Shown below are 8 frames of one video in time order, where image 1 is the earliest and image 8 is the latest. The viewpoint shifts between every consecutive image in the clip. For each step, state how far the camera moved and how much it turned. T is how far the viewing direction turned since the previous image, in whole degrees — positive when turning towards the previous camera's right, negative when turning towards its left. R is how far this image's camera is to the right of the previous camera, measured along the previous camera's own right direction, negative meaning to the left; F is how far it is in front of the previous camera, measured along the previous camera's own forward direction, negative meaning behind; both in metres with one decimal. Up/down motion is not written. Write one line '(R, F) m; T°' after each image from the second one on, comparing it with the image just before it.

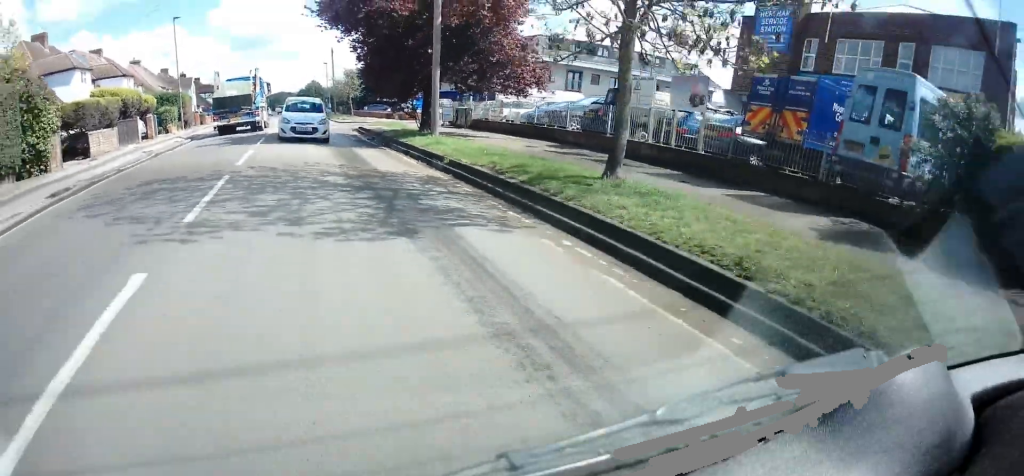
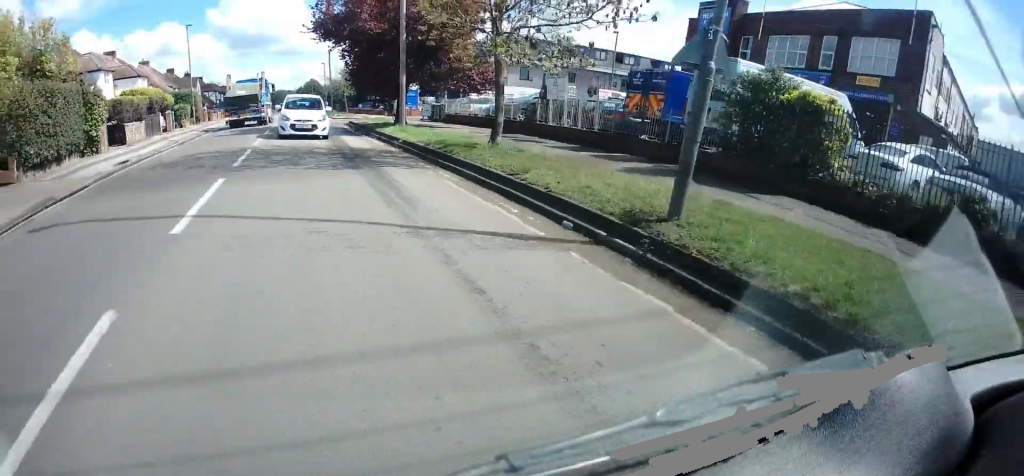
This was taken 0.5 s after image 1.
(0.0, +5.2) m; -1°
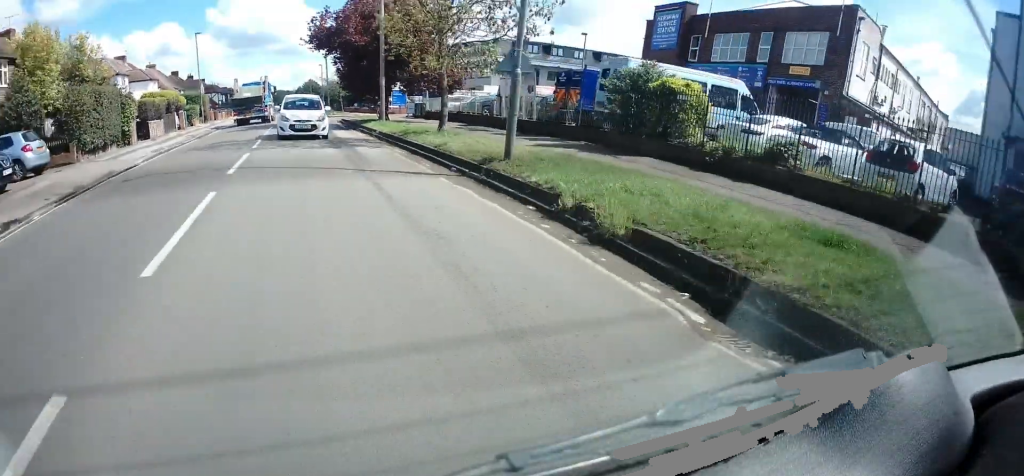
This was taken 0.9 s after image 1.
(-0.1, +4.6) m; 0°
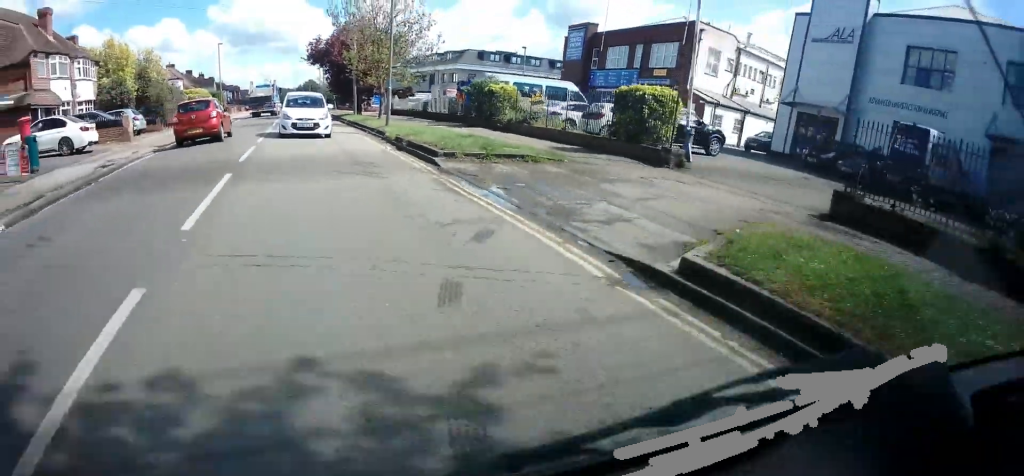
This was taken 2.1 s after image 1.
(+0.2, +12.8) m; +1°
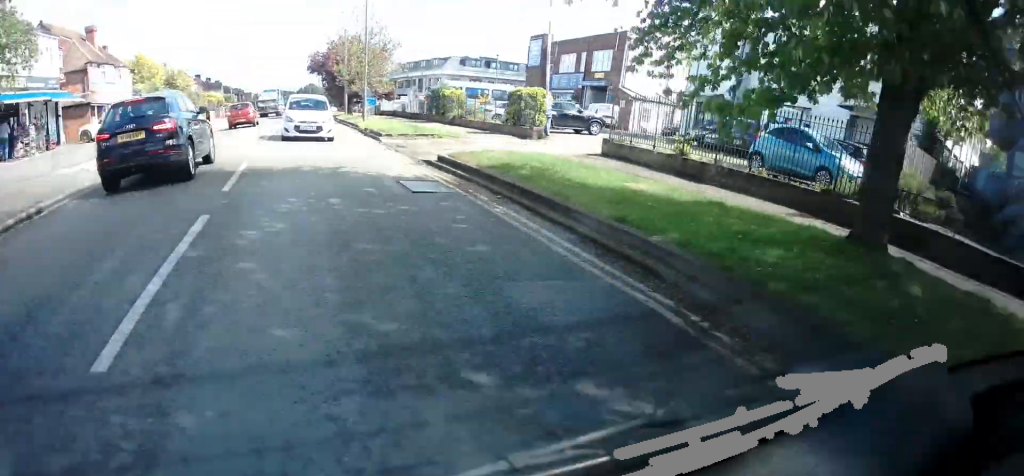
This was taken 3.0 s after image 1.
(0.0, +8.2) m; 0°
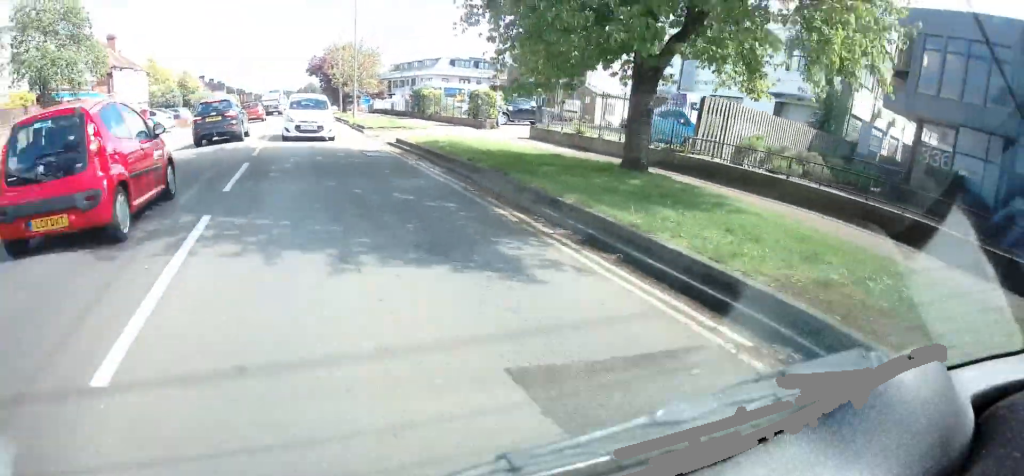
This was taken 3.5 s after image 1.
(0.0, +5.1) m; 0°
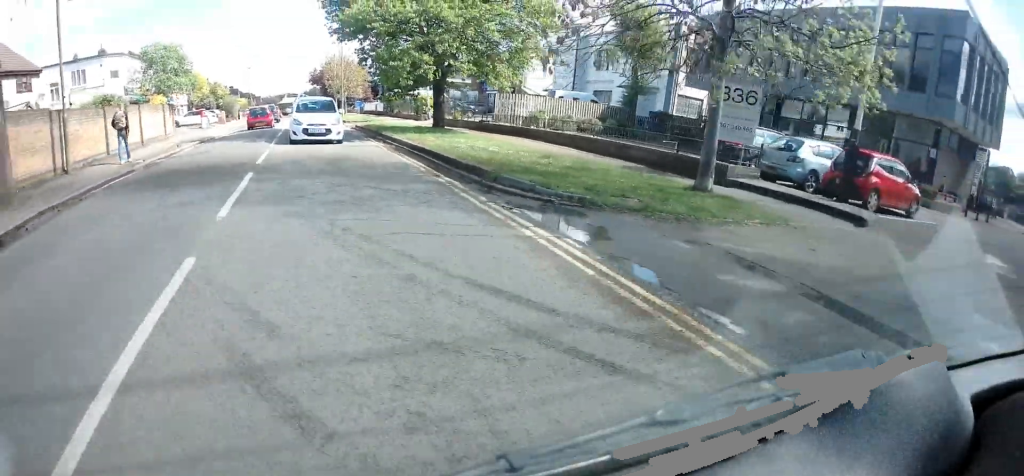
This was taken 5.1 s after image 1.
(-0.2, +13.7) m; -2°
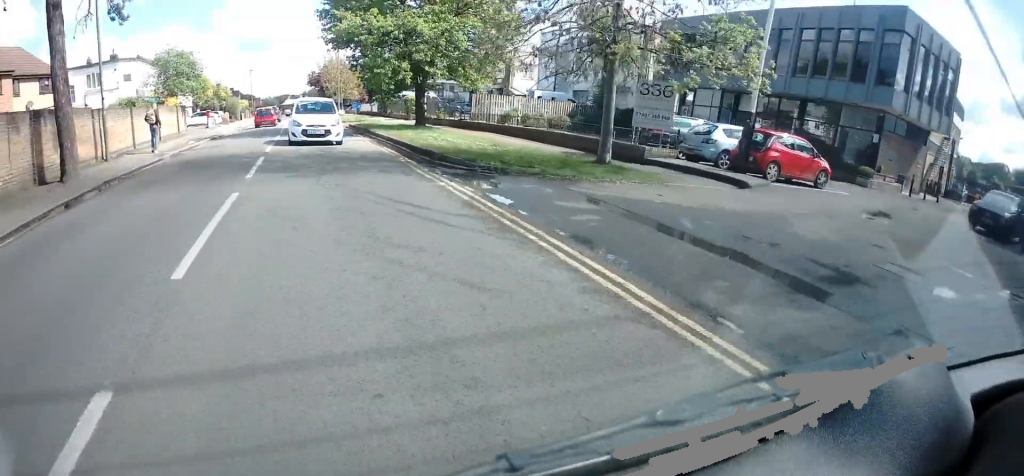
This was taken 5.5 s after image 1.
(0.0, +3.0) m; 0°
